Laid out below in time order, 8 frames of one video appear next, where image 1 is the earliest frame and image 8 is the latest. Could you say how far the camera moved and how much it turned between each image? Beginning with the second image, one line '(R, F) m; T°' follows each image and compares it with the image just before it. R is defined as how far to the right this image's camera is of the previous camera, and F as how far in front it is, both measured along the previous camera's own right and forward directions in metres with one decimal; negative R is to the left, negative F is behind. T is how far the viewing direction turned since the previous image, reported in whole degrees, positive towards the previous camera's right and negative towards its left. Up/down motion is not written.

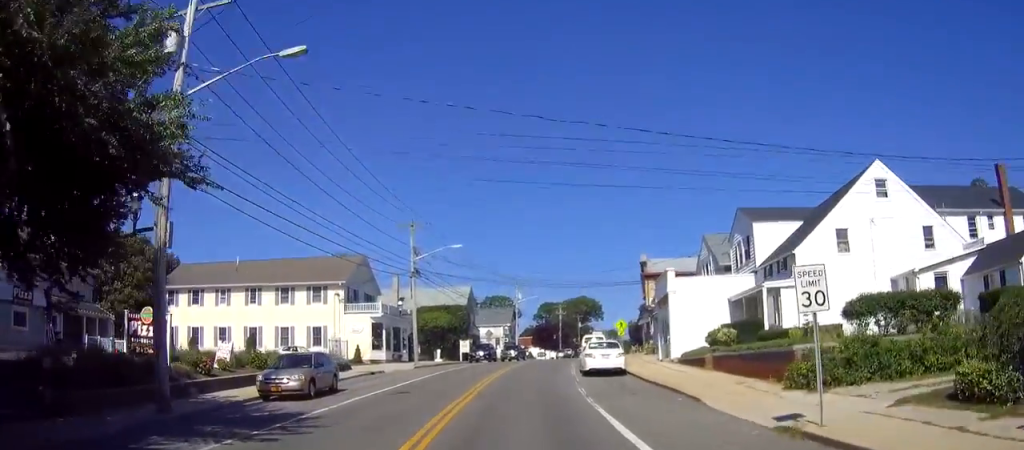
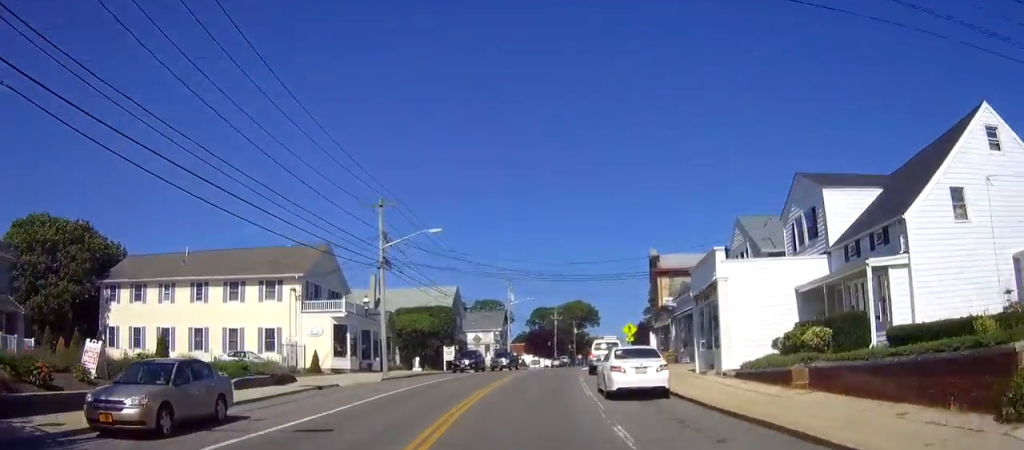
(0.0, +9.2) m; 0°
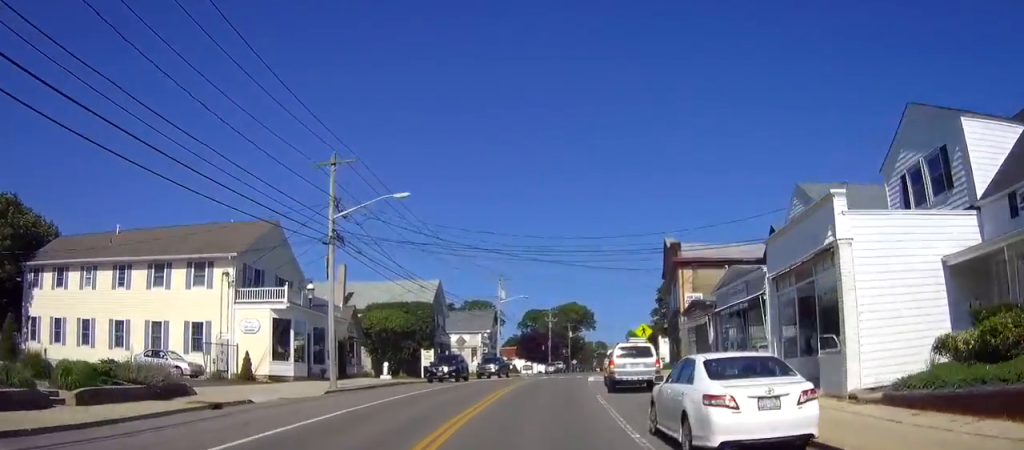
(-0.1, +10.1) m; +1°
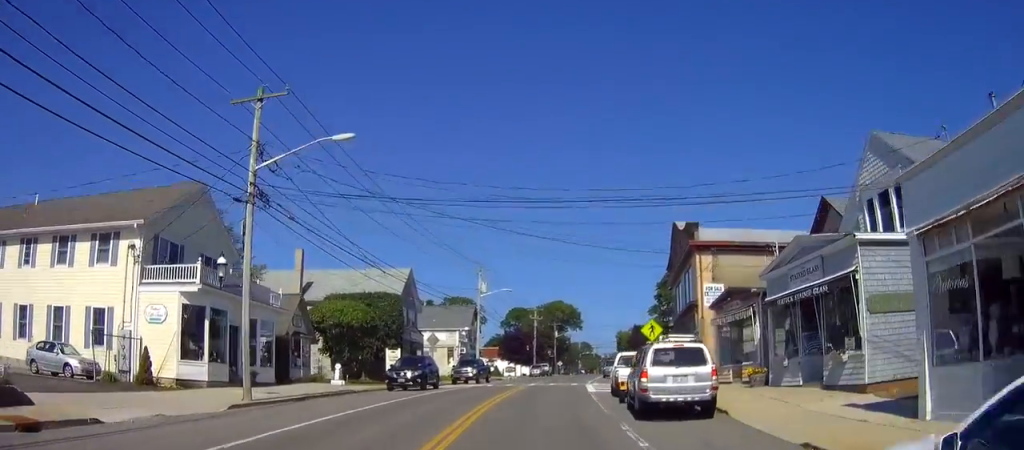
(+0.2, +8.5) m; +2°
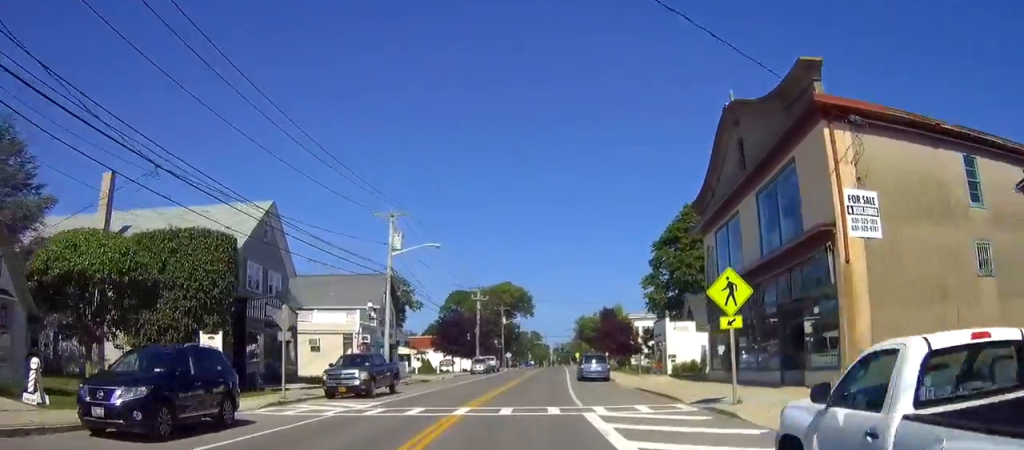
(+0.7, +22.2) m; +2°
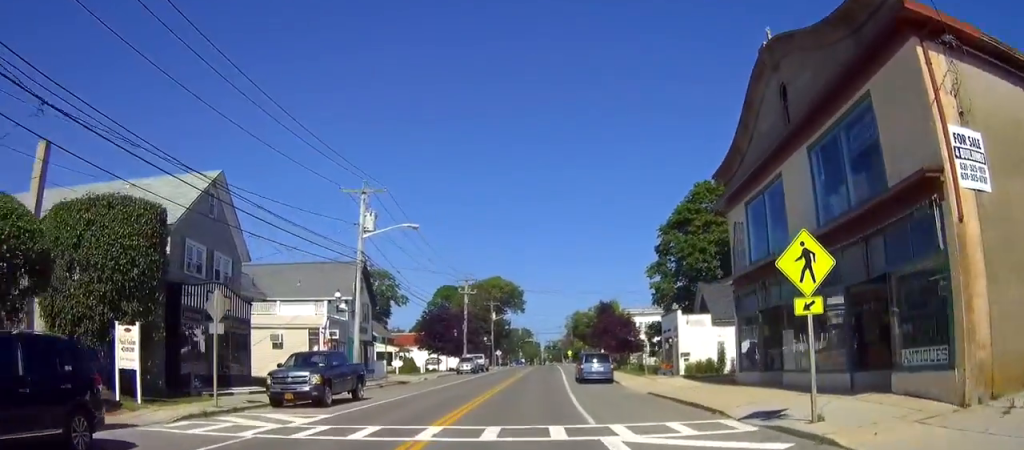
(0.0, +5.4) m; 0°
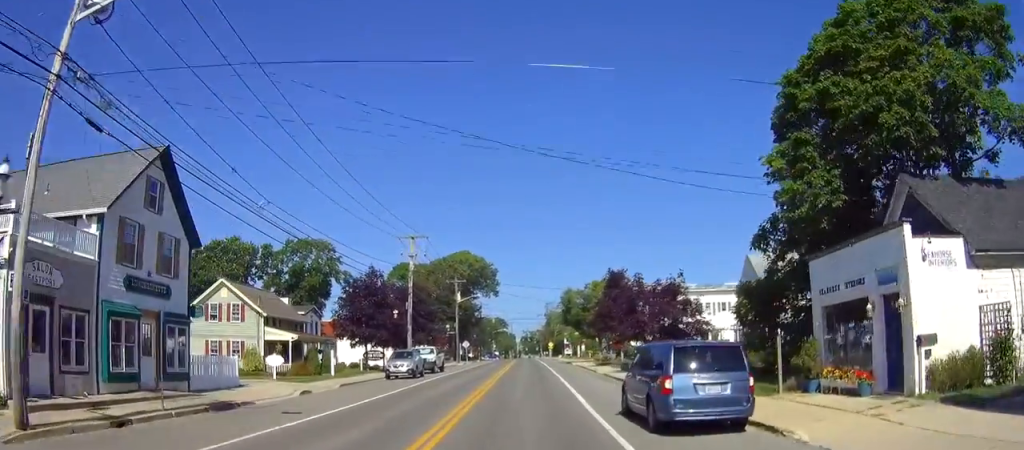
(+0.3, +24.1) m; +1°
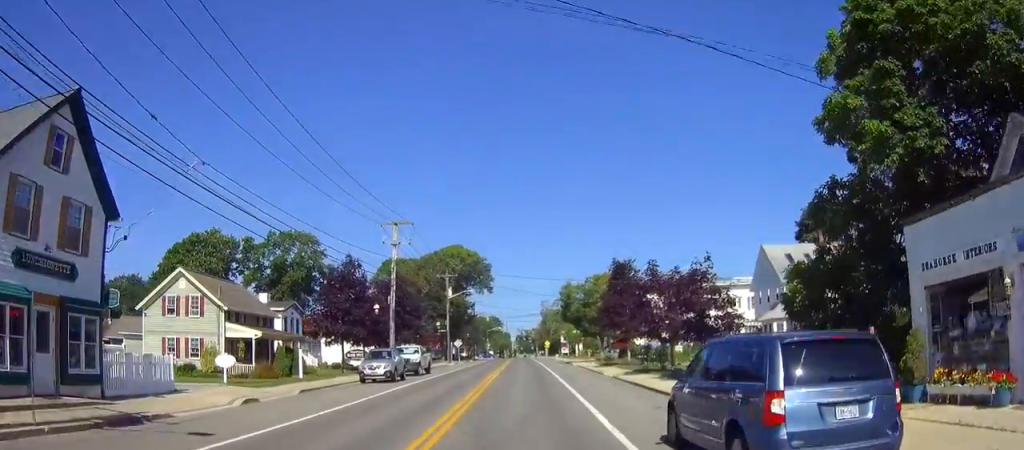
(0.0, +5.2) m; 0°
